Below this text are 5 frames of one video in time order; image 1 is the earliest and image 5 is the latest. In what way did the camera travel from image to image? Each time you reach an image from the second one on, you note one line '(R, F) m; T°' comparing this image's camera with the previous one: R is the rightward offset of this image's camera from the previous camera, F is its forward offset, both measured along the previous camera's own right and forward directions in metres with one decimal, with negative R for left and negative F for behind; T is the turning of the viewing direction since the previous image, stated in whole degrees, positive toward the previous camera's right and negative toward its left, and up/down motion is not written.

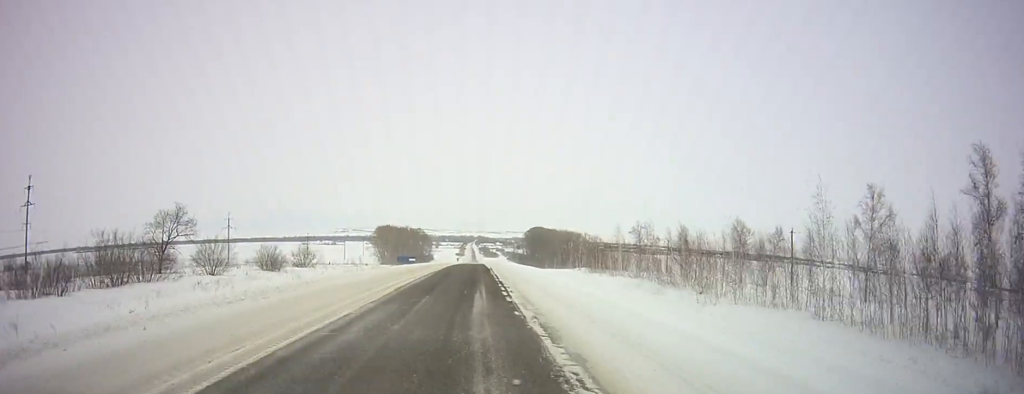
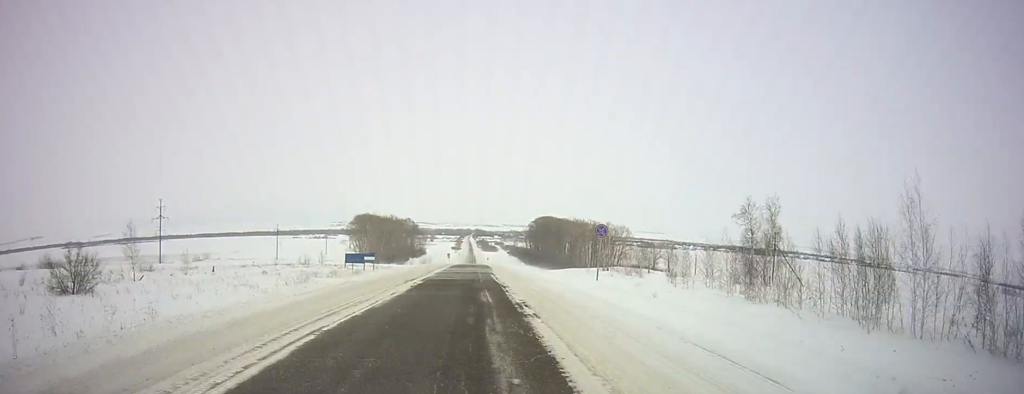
(+0.2, +59.9) m; 0°
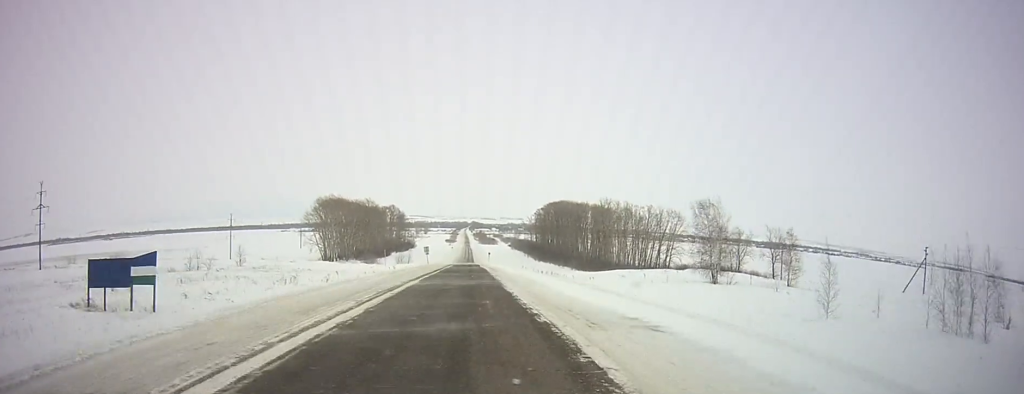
(+0.3, +66.4) m; +1°
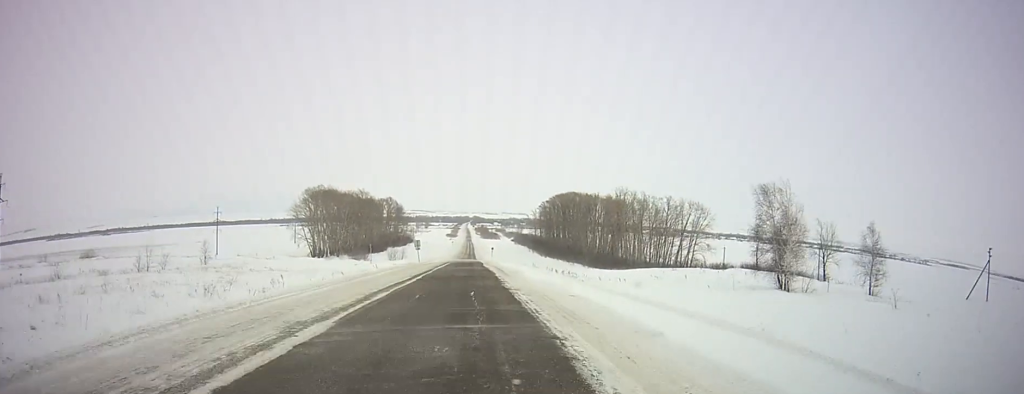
(+0.1, +18.0) m; 0°
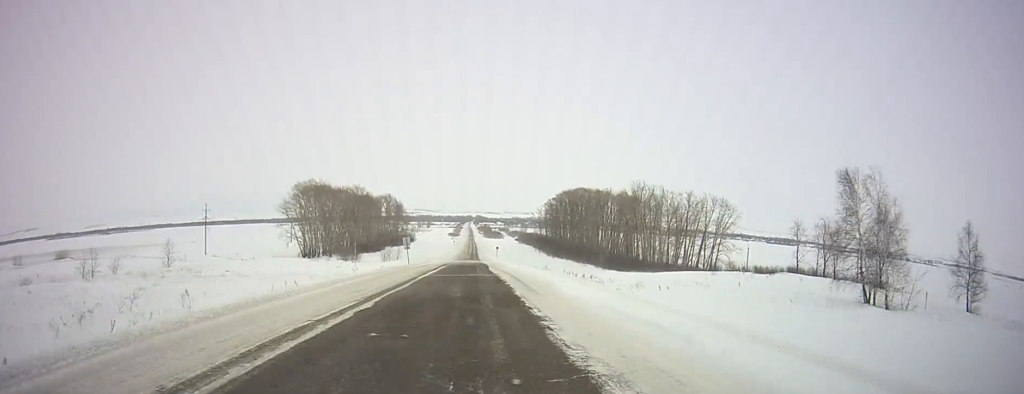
(+0.1, +15.1) m; 0°
